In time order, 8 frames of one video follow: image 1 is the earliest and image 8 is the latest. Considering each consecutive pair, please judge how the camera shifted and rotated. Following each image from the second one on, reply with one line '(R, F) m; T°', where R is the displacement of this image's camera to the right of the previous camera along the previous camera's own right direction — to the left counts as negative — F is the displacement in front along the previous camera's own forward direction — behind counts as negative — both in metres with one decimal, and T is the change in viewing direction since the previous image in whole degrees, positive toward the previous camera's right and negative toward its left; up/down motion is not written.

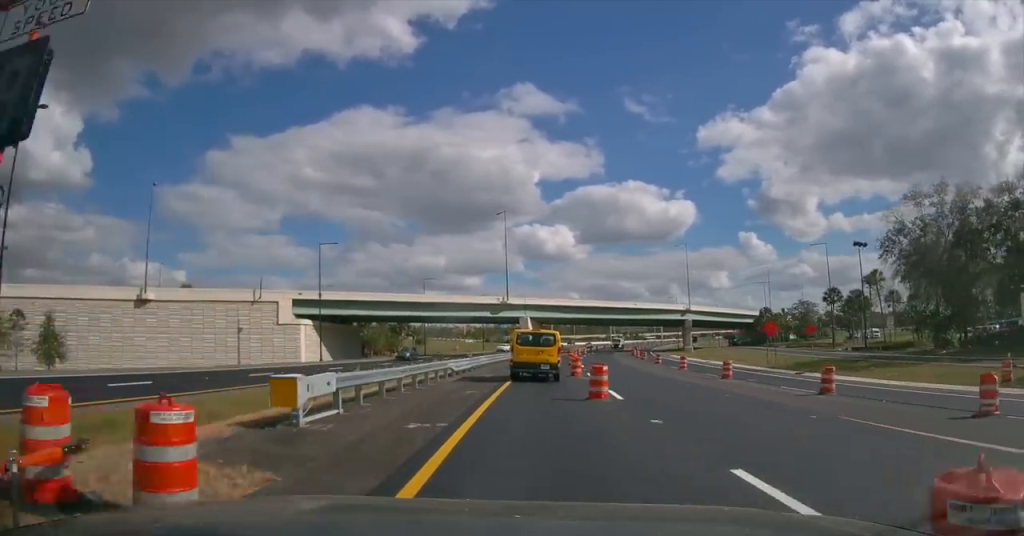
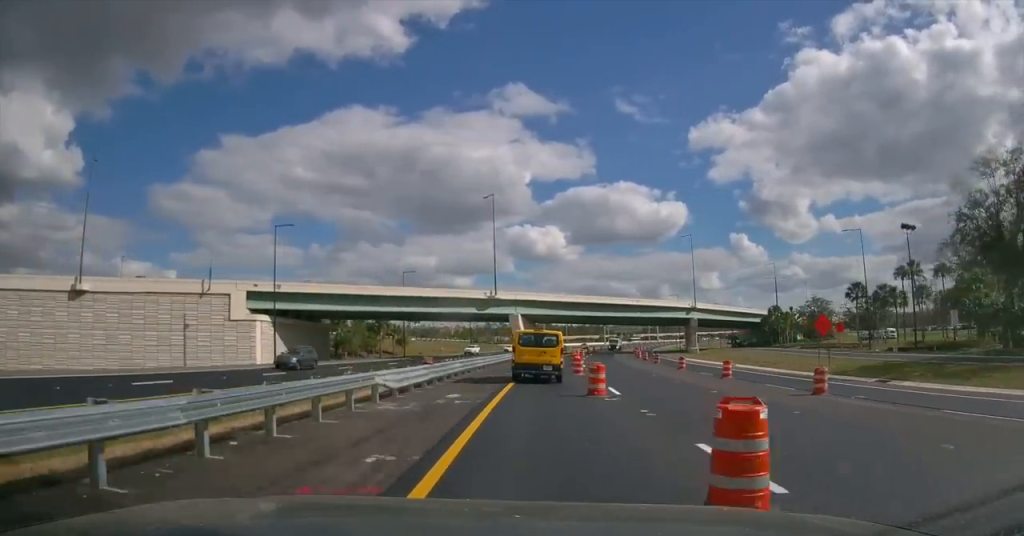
(+0.1, +10.6) m; +2°
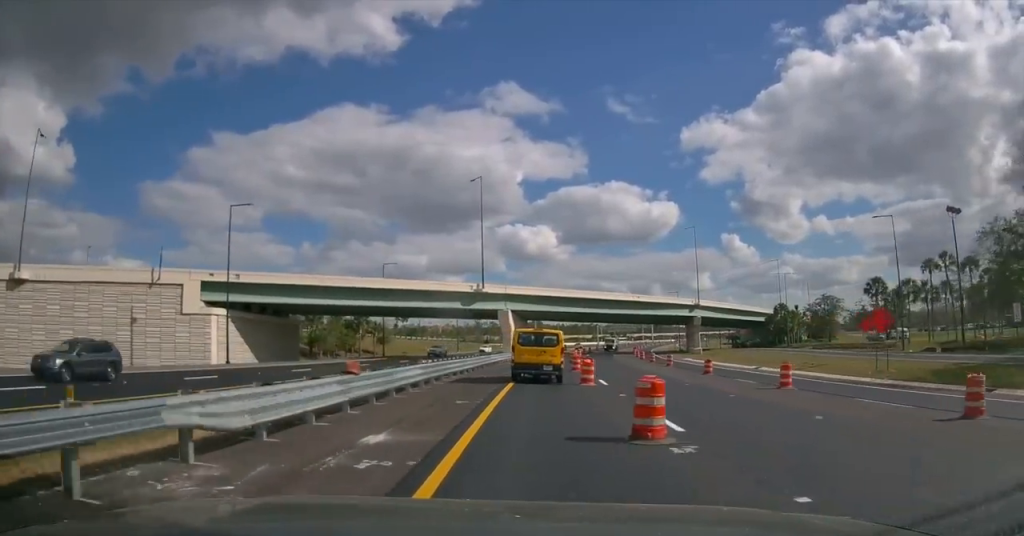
(+0.1, +7.9) m; +1°
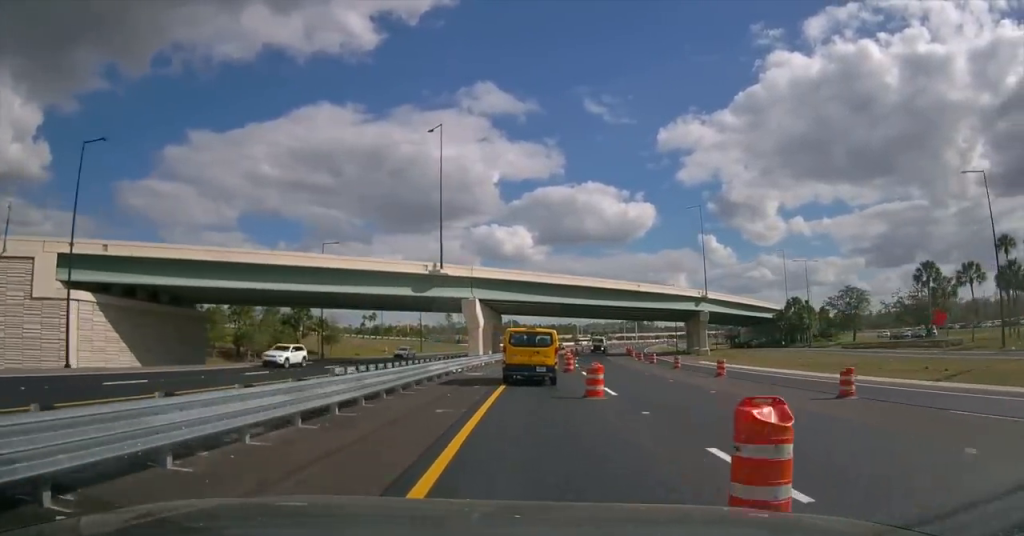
(+0.3, +17.1) m; +1°
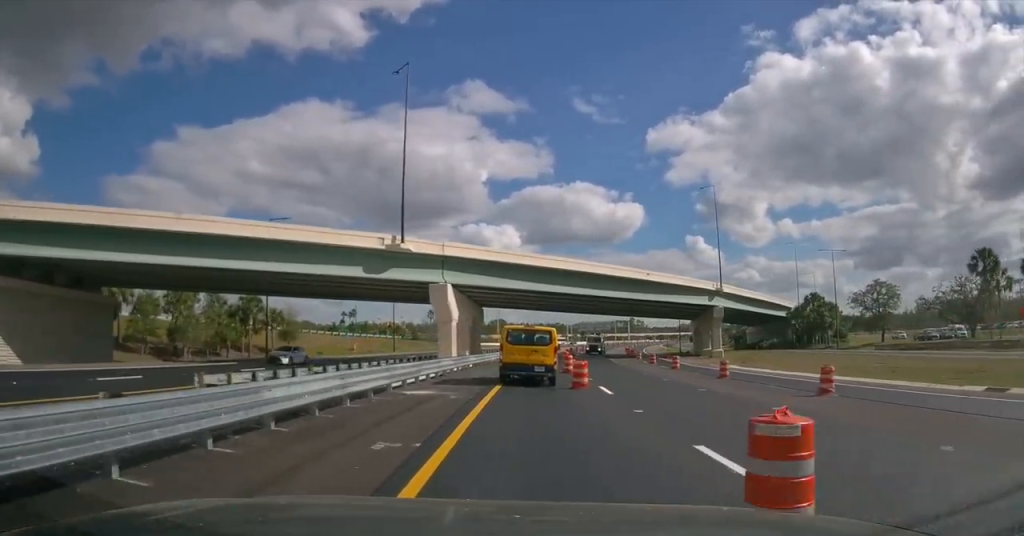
(0.0, +11.9) m; +1°
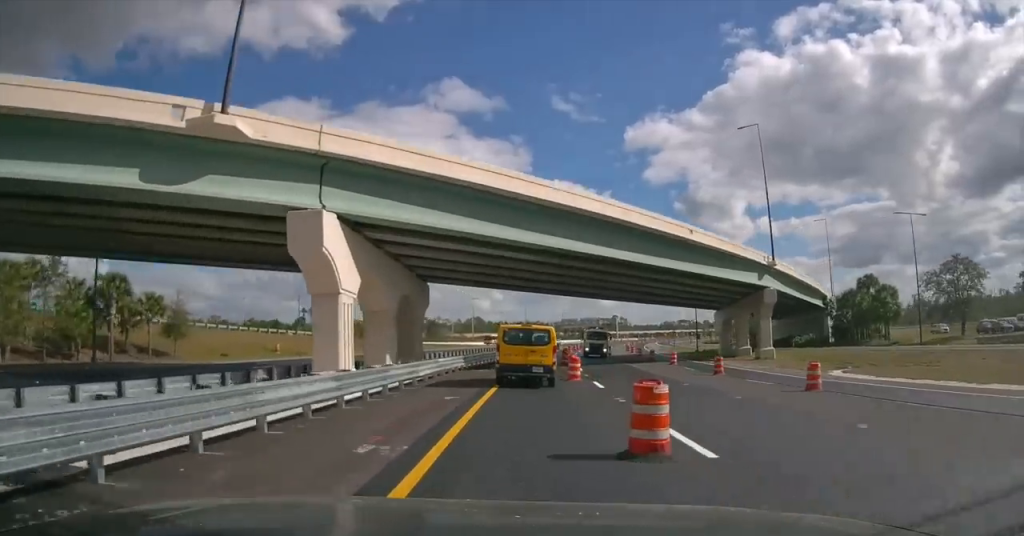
(+0.3, +21.9) m; +3°
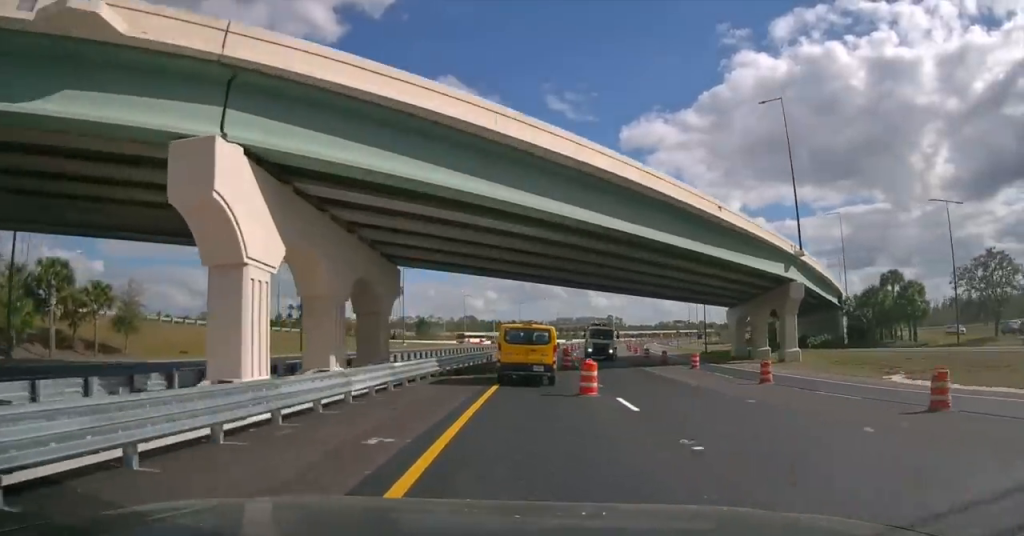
(+0.3, +6.7) m; 0°
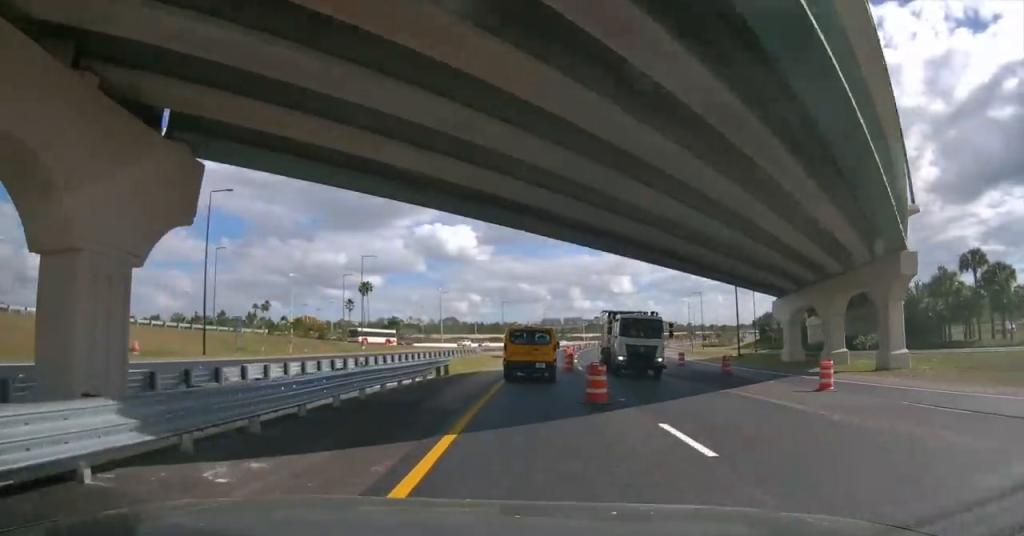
(-0.1, +17.9) m; +1°
